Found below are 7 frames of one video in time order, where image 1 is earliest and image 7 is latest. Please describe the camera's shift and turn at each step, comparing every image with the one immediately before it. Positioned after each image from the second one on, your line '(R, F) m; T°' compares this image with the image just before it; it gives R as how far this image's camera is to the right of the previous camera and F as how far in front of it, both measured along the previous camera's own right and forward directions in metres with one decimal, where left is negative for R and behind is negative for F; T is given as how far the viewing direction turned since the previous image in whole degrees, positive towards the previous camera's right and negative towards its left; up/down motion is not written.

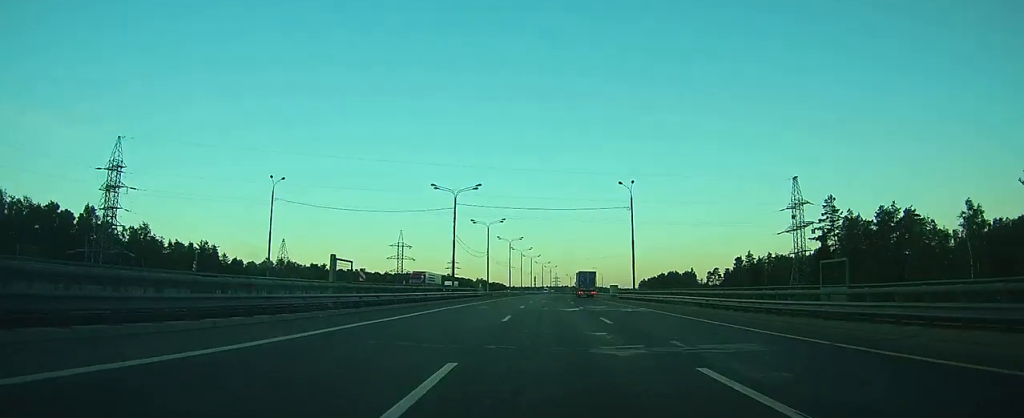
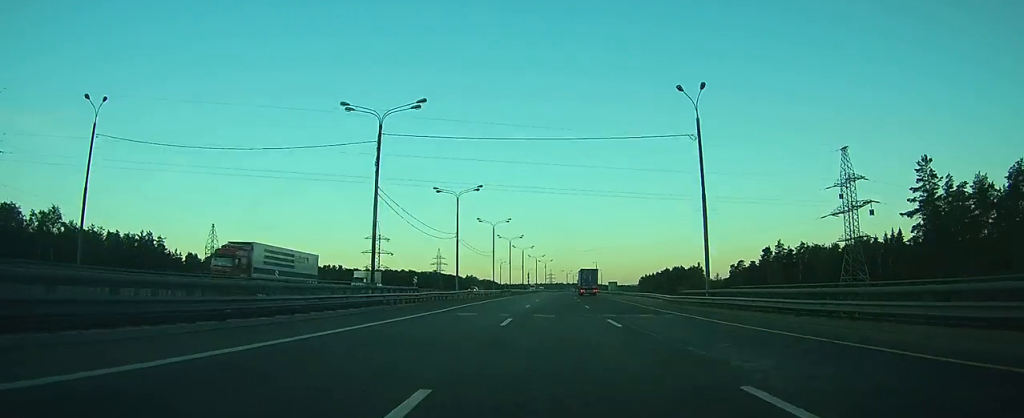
(+0.2, +34.0) m; +1°
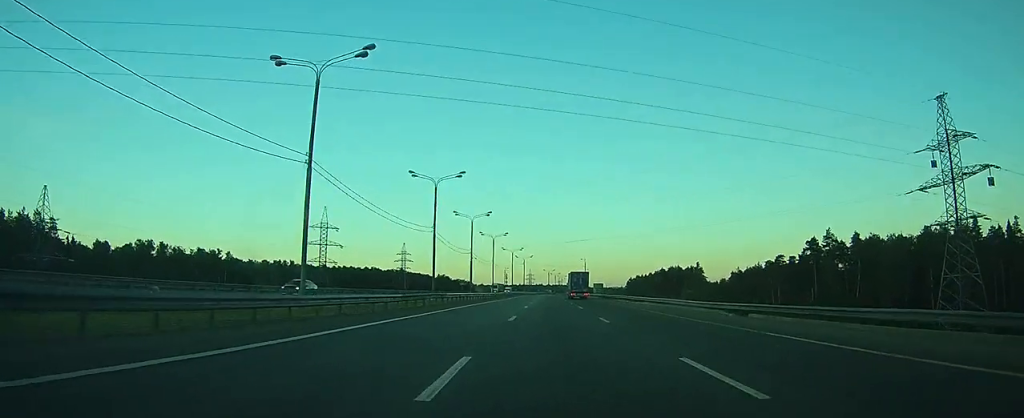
(+0.5, +45.1) m; +1°
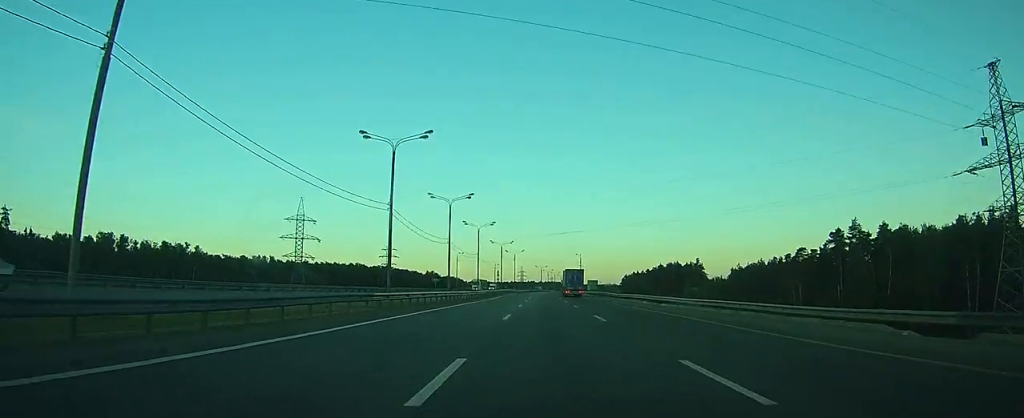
(+0.1, +16.2) m; +1°
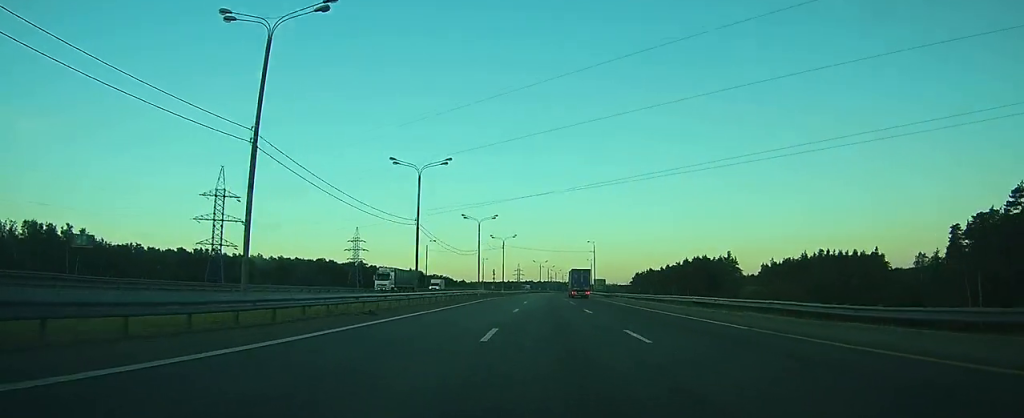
(+0.6, +56.2) m; +1°
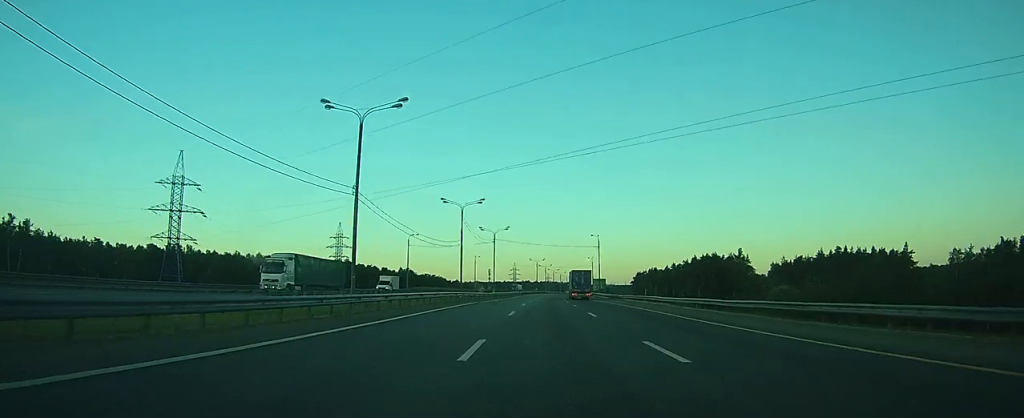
(0.0, +19.0) m; 0°
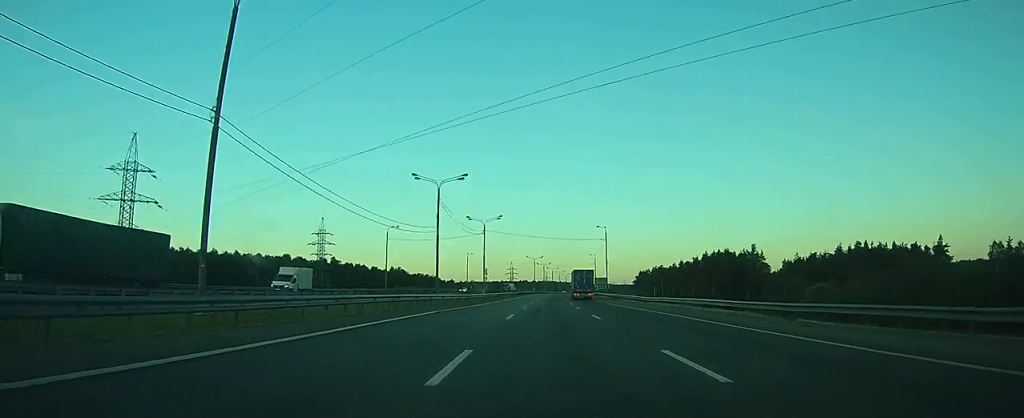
(0.0, +18.1) m; 0°
